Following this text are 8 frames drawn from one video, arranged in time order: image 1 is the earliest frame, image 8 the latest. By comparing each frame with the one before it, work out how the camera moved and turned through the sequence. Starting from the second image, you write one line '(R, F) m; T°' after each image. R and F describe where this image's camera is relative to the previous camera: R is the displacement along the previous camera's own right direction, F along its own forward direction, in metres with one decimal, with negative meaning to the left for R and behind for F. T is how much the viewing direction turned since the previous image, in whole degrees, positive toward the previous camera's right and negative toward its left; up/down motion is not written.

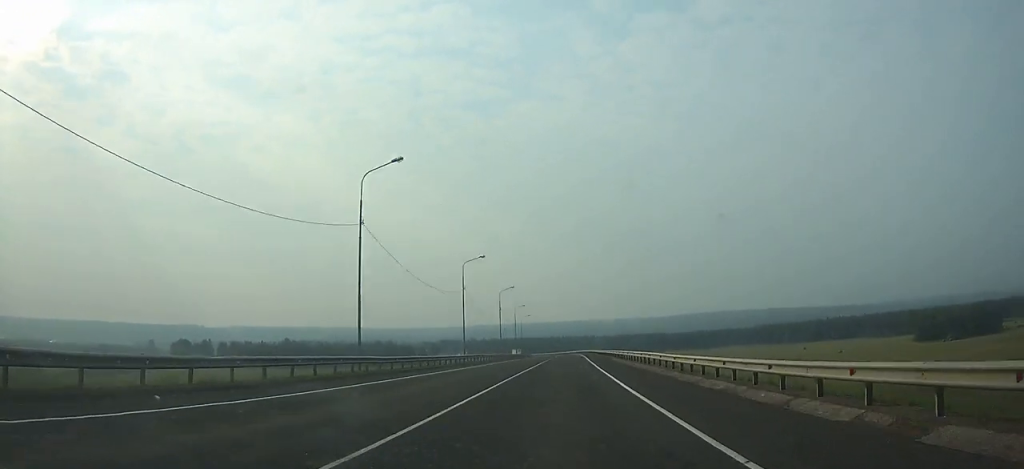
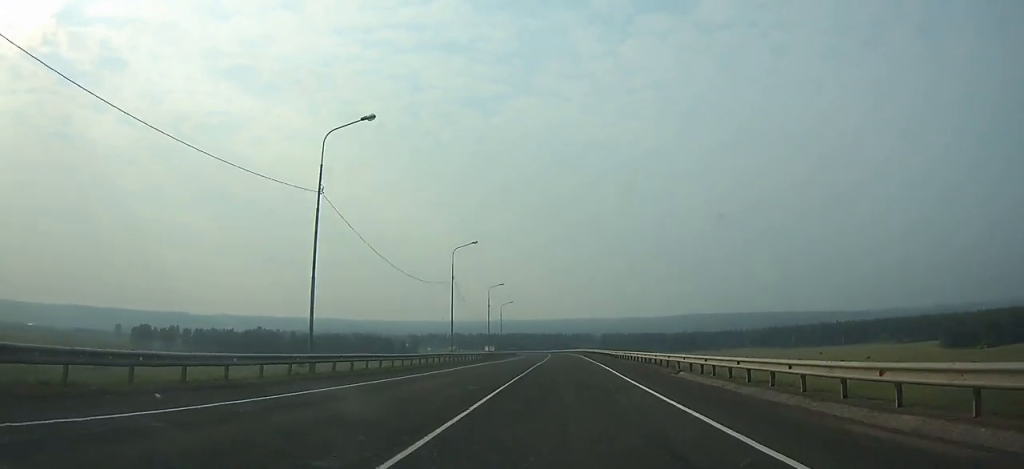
(+0.4, +35.7) m; +1°
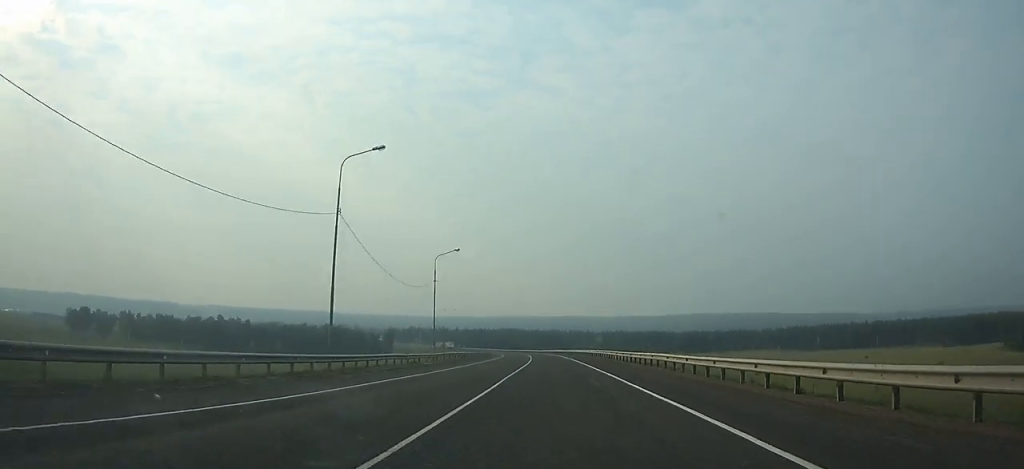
(+0.4, +56.0) m; 0°
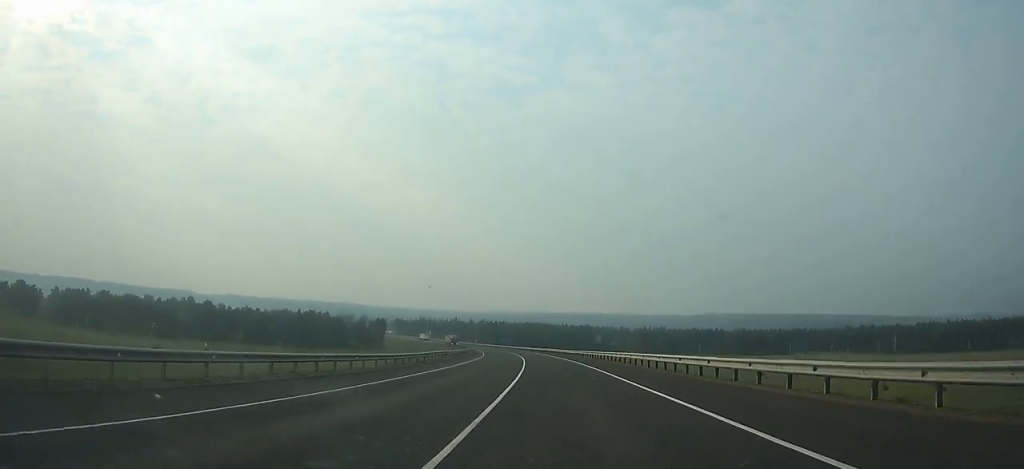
(-0.8, +73.7) m; -2°
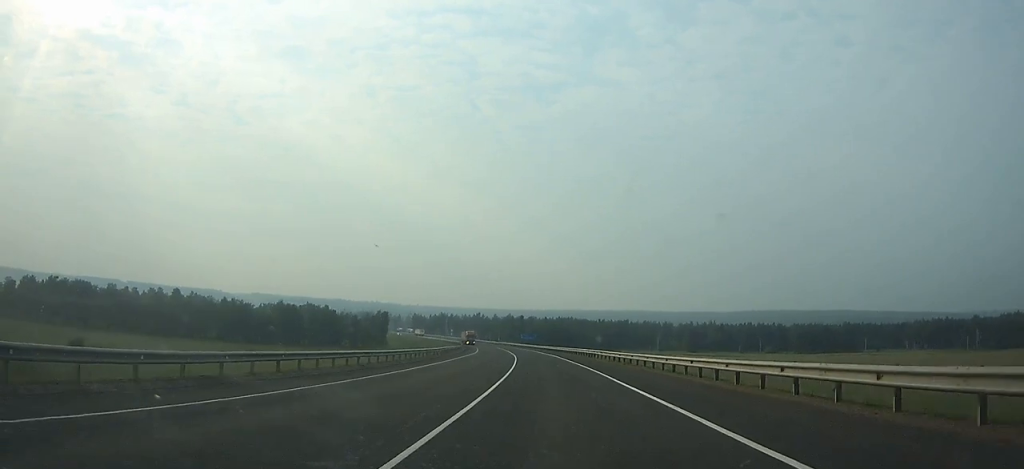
(-1.3, +52.1) m; -3°
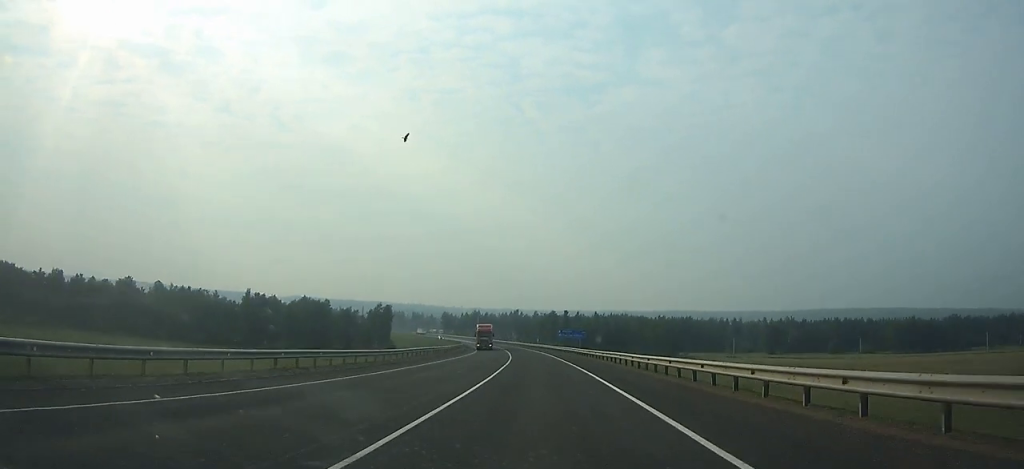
(-2.5, +60.2) m; -5°
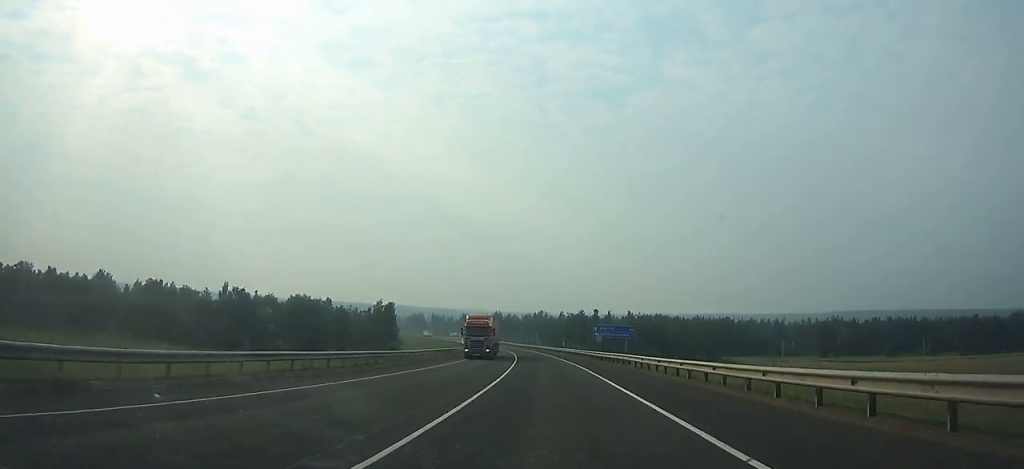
(0.0, +27.5) m; -2°
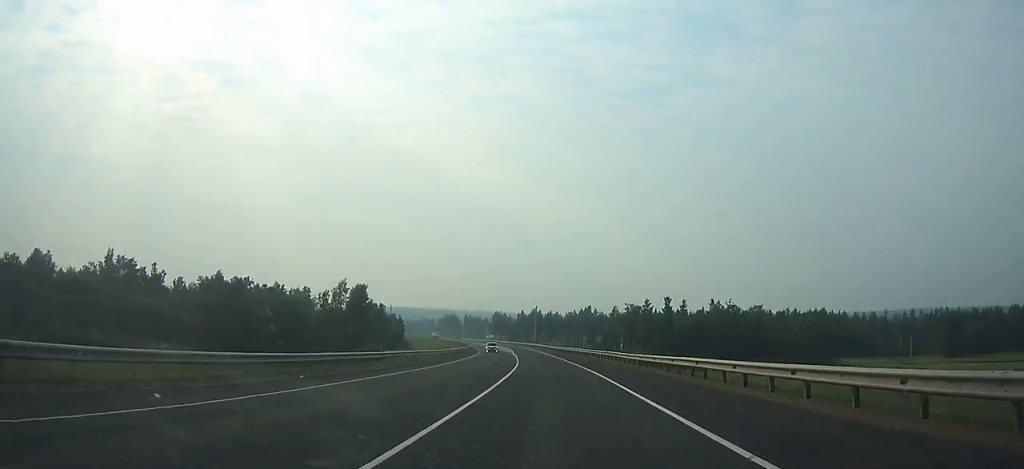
(-2.7, +58.0) m; -5°
